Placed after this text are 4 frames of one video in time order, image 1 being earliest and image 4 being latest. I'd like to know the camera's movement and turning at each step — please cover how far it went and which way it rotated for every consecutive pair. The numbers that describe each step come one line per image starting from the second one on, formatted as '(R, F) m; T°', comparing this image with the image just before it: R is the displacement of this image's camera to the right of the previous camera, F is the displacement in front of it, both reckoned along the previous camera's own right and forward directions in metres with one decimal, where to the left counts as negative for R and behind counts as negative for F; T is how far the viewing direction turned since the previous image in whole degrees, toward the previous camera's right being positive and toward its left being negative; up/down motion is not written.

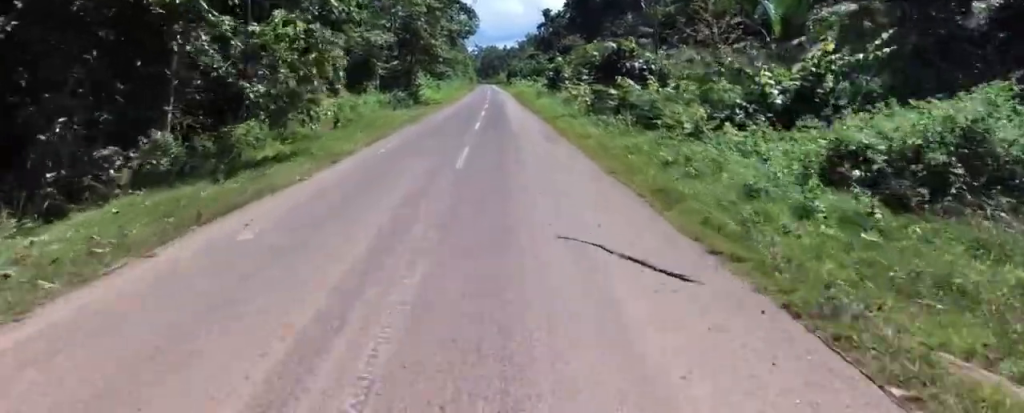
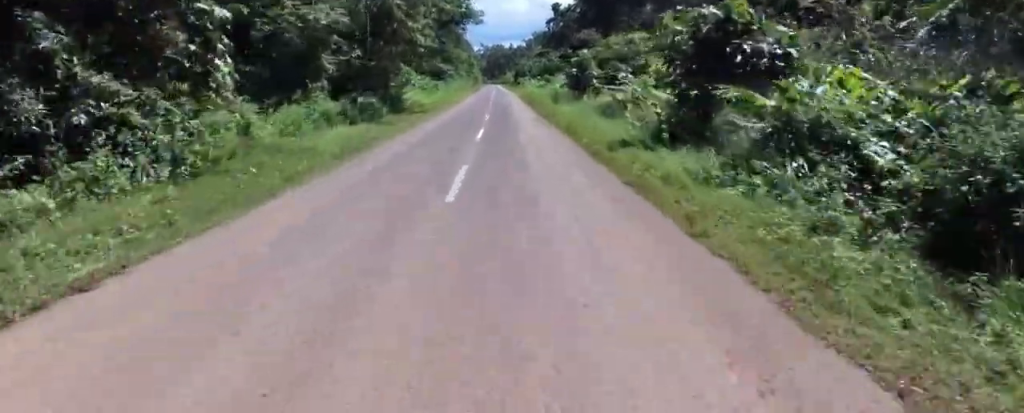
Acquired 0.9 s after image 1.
(-0.2, +10.3) m; -1°
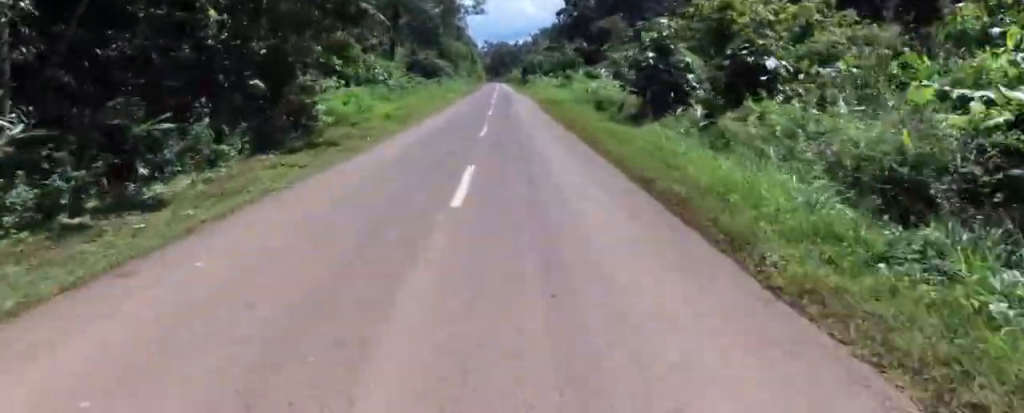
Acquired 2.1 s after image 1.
(0.0, +16.2) m; 0°
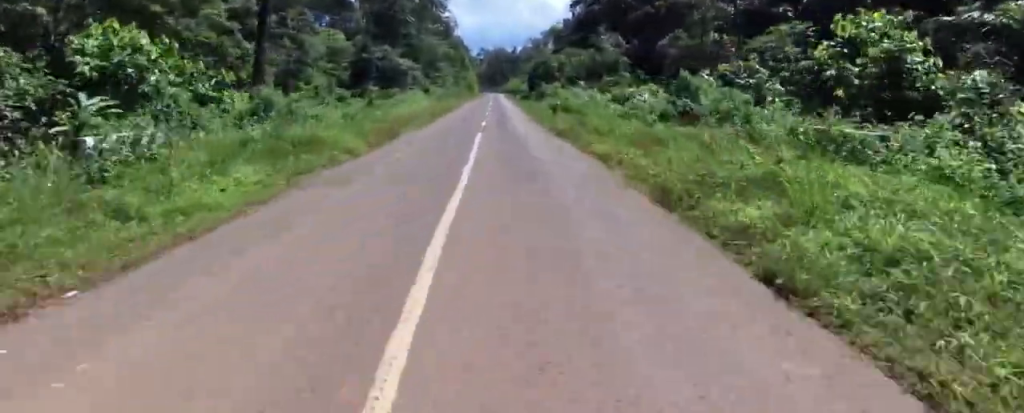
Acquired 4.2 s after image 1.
(0.0, +32.0) m; 0°
